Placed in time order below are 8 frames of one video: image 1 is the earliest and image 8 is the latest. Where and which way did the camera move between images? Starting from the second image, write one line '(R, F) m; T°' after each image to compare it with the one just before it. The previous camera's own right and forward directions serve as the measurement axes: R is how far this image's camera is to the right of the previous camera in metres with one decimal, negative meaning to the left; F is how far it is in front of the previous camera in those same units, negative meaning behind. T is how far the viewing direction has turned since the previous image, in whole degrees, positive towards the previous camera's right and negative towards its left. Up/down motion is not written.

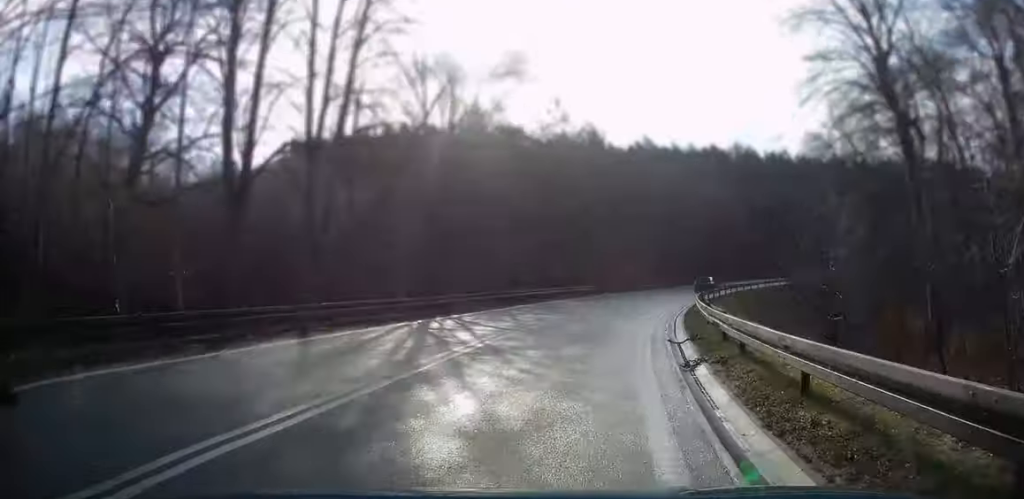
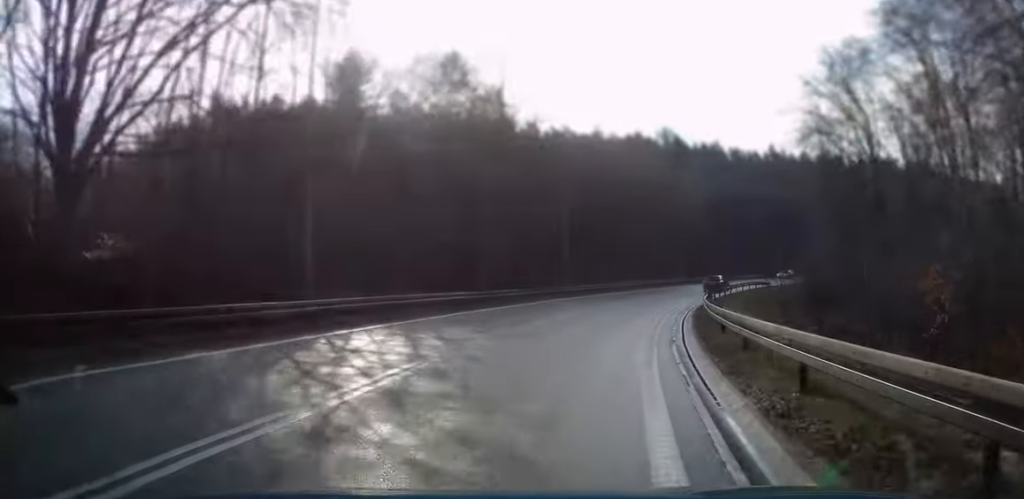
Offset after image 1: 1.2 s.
(+1.9, +24.0) m; +10°
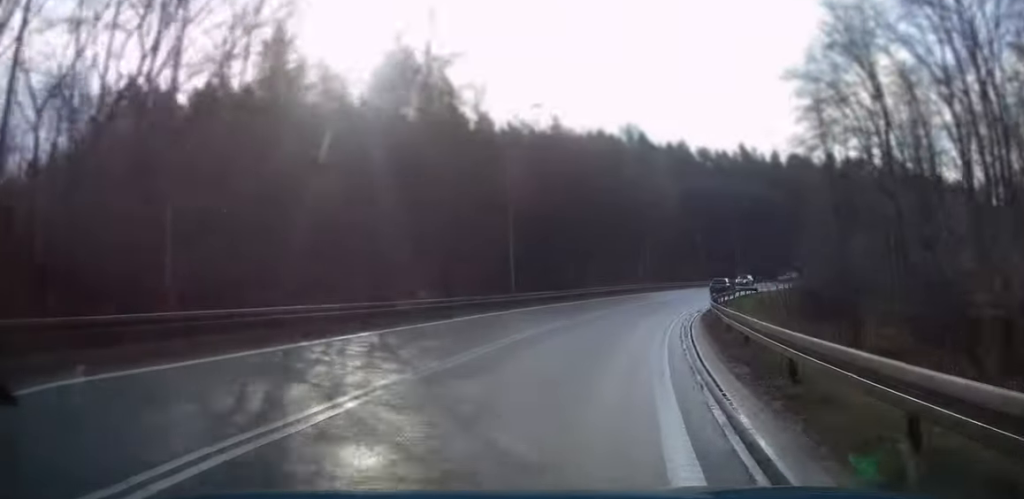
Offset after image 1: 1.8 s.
(+0.4, +11.0) m; +4°
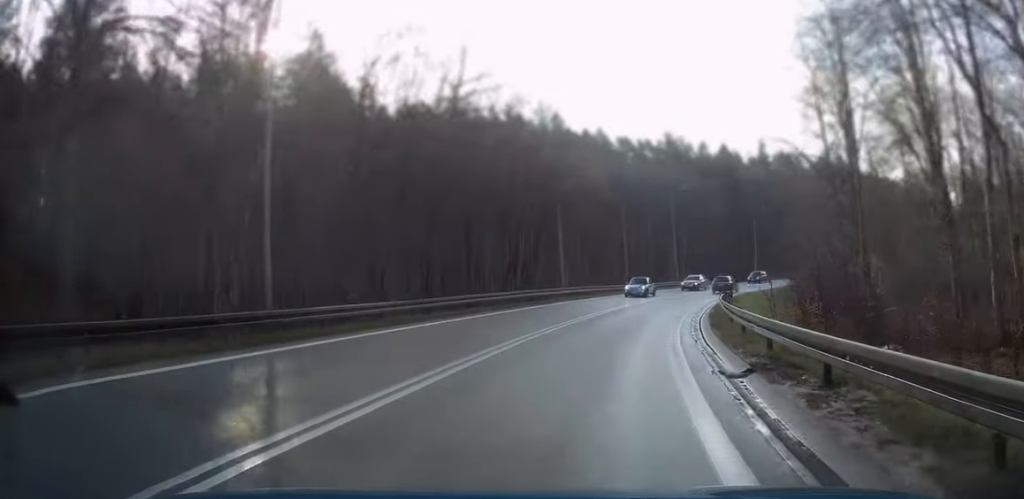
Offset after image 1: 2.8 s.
(+1.4, +21.3) m; +8°
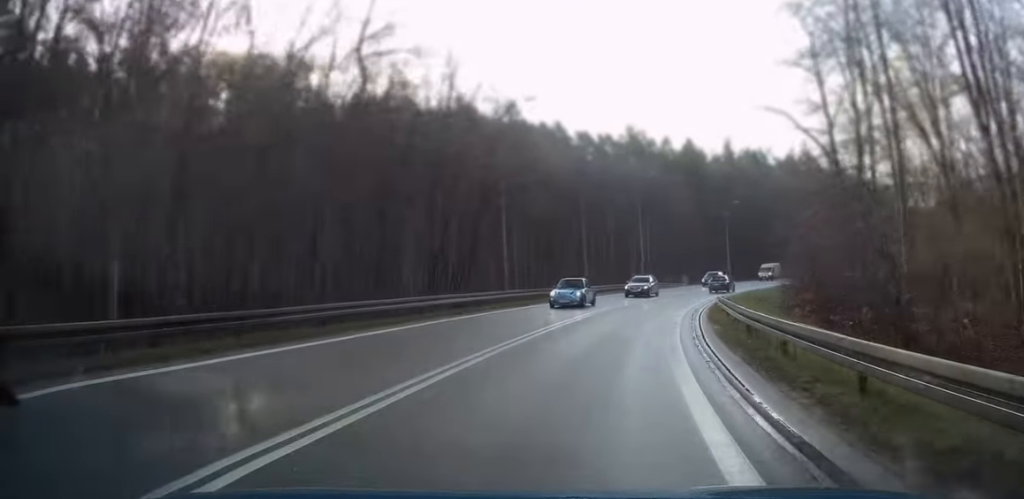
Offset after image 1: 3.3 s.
(0.0, +9.4) m; +4°
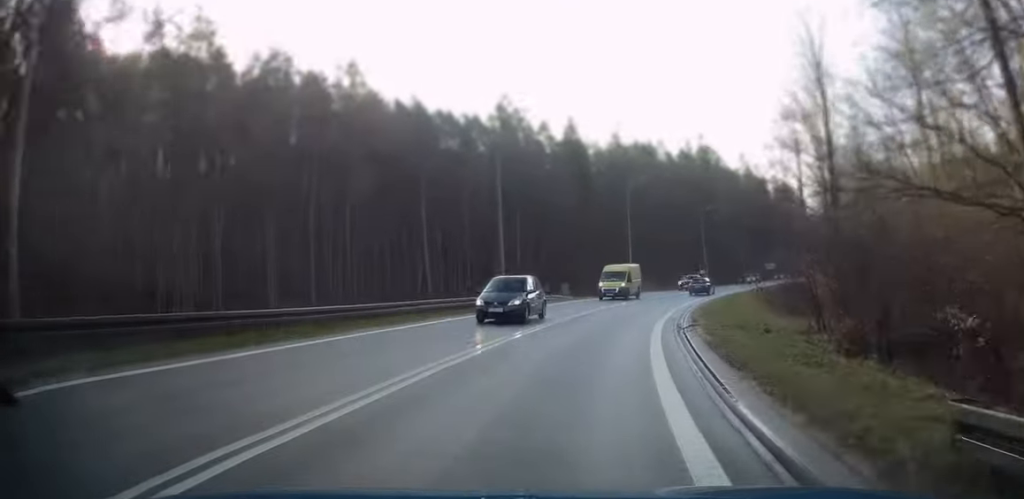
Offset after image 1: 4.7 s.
(+2.9, +27.9) m; +11°
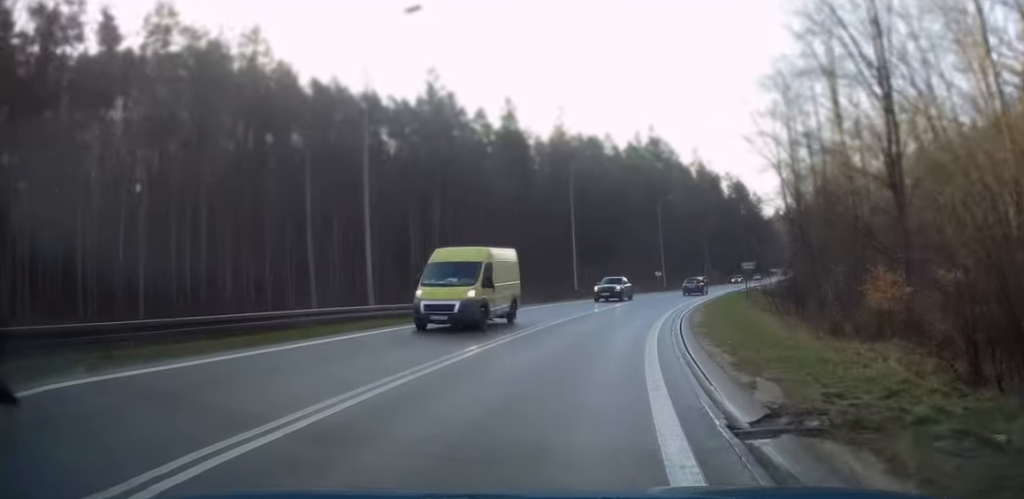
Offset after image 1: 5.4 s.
(+0.5, +15.0) m; +5°
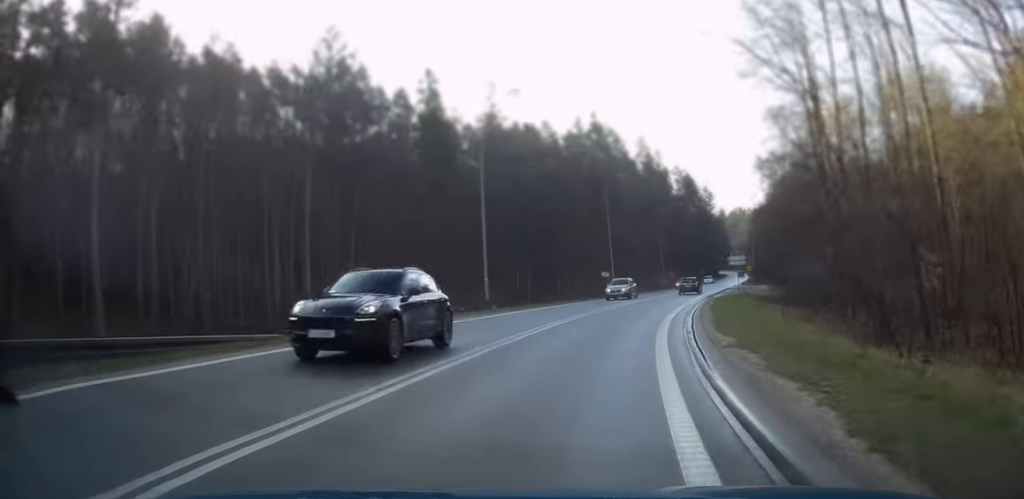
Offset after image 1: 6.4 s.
(+1.0, +18.3) m; +6°
